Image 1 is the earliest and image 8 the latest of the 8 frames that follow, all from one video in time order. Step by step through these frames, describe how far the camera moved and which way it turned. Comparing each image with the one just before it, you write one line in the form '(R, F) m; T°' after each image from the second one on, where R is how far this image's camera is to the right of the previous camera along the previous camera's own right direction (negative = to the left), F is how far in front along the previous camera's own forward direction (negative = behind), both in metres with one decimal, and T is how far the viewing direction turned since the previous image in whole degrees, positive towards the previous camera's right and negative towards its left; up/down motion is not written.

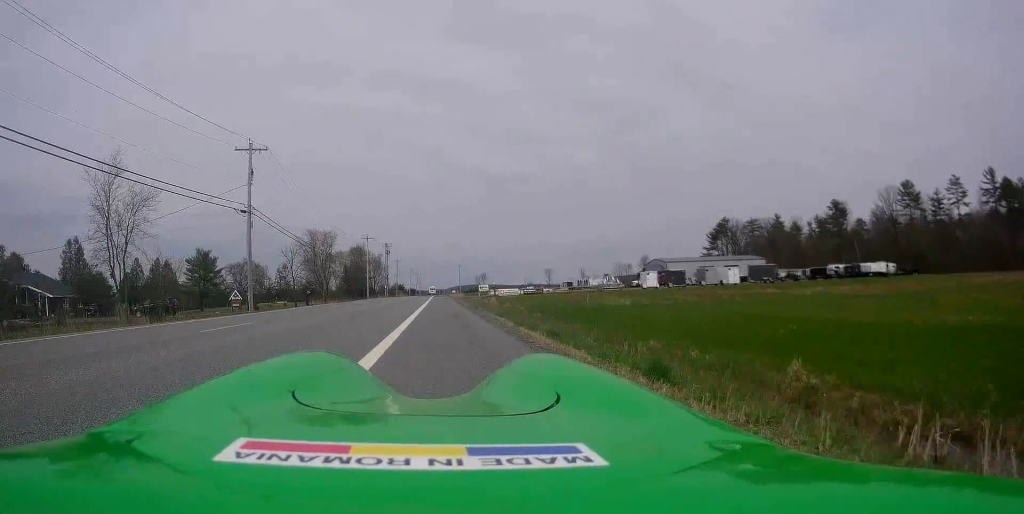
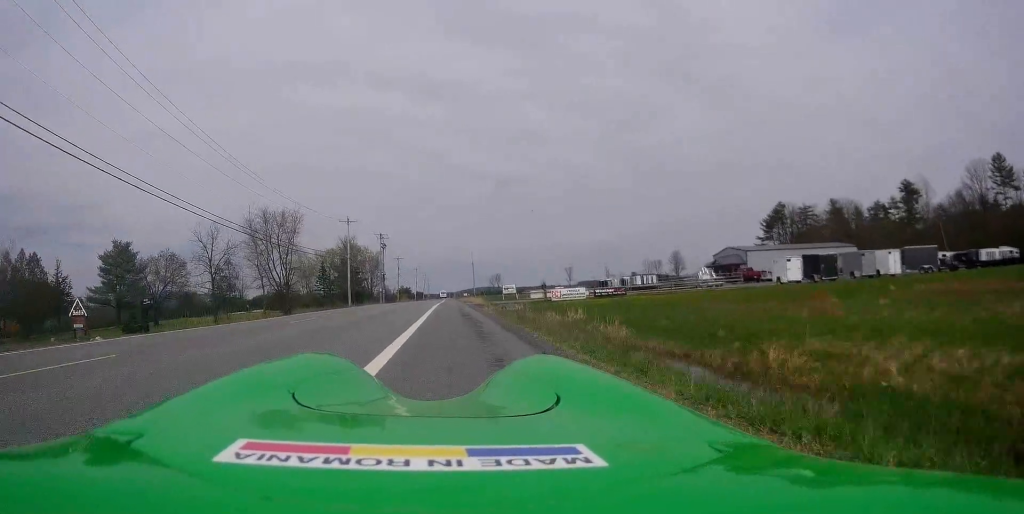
(-0.5, +30.0) m; -1°
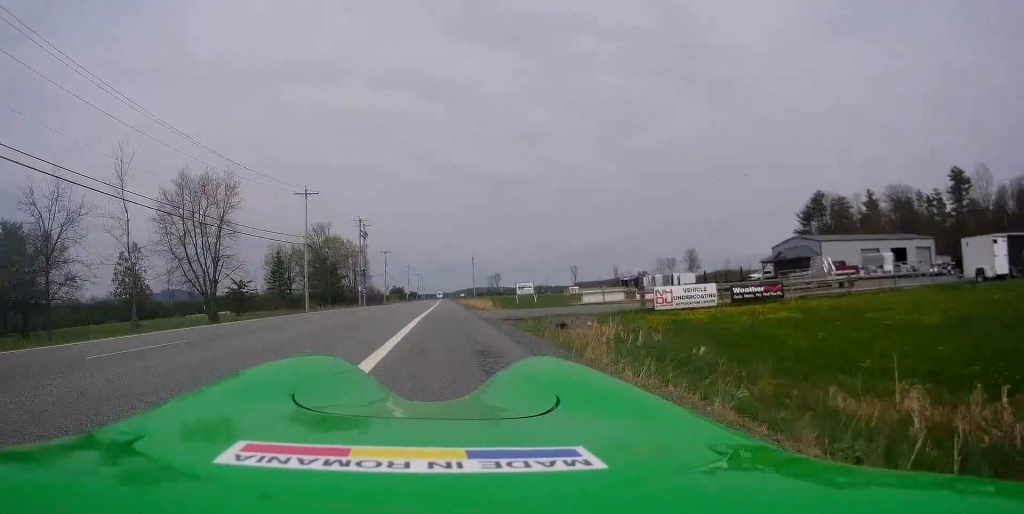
(+0.4, +21.7) m; +1°
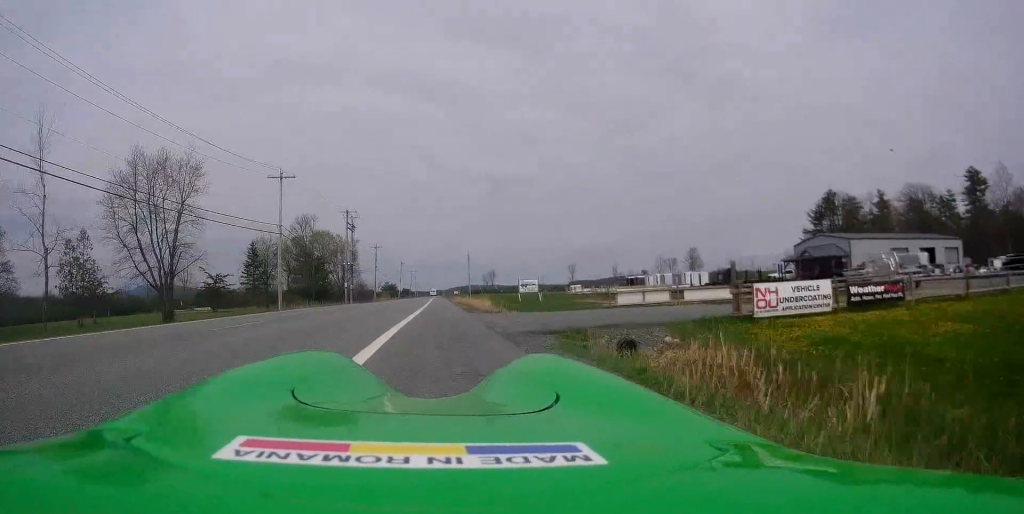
(0.0, +7.2) m; 0°
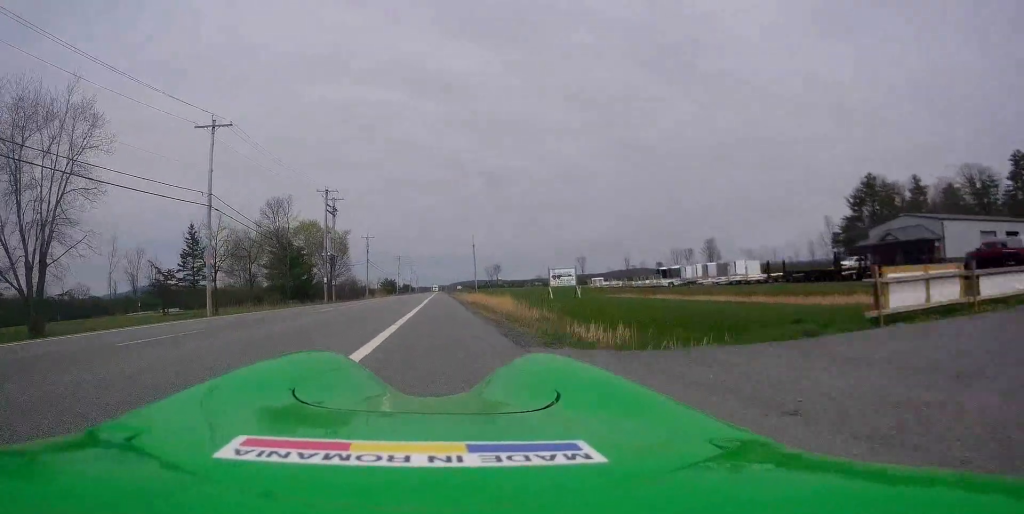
(+0.1, +15.5) m; -1°
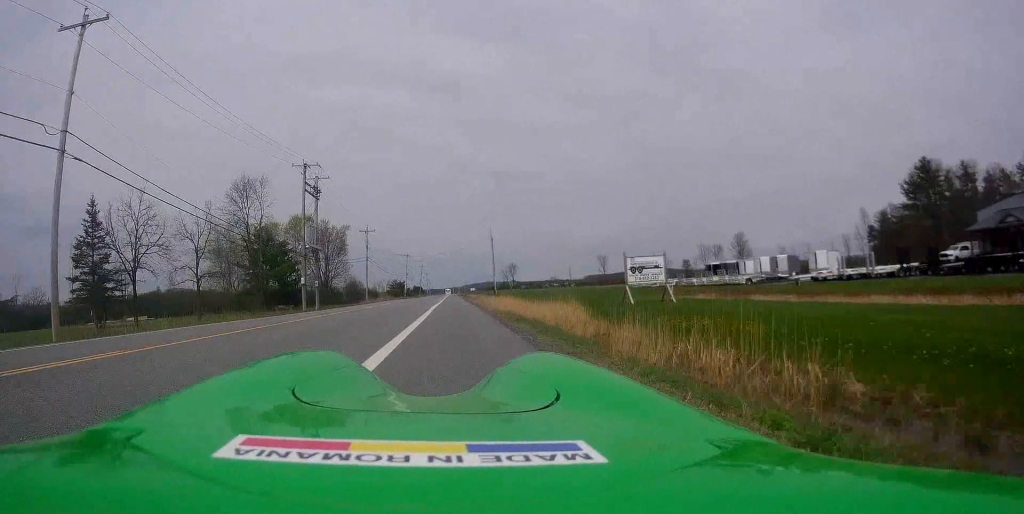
(-0.3, +15.5) m; -1°
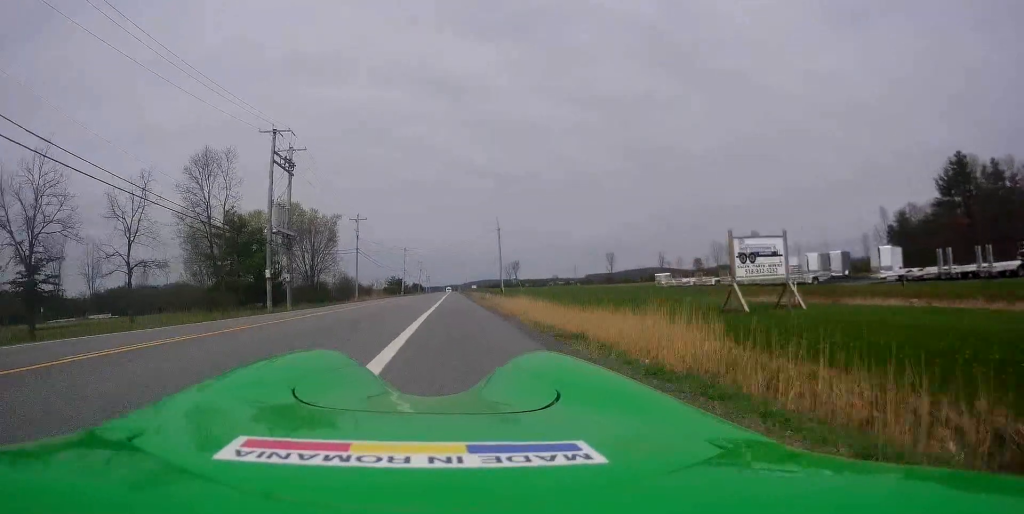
(0.0, +10.3) m; 0°
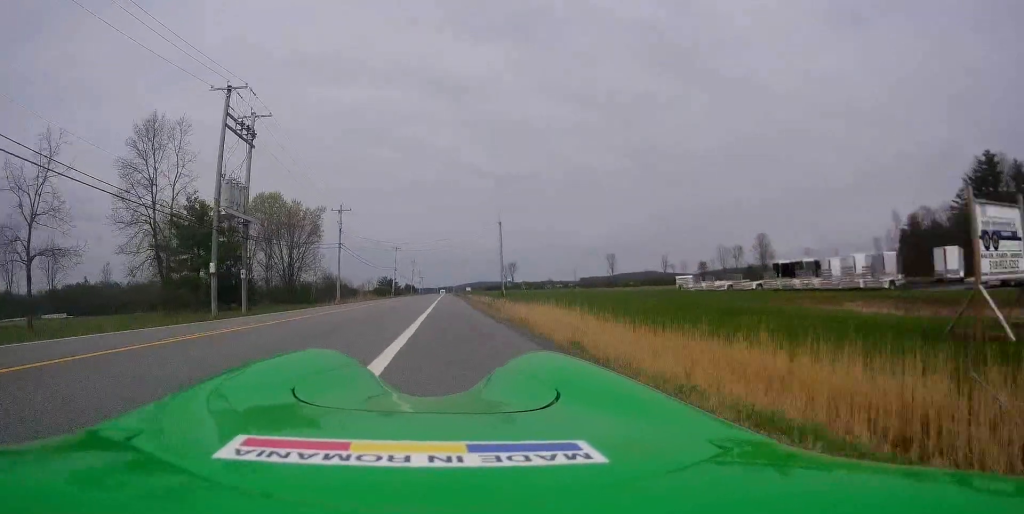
(0.0, +9.7) m; 0°
